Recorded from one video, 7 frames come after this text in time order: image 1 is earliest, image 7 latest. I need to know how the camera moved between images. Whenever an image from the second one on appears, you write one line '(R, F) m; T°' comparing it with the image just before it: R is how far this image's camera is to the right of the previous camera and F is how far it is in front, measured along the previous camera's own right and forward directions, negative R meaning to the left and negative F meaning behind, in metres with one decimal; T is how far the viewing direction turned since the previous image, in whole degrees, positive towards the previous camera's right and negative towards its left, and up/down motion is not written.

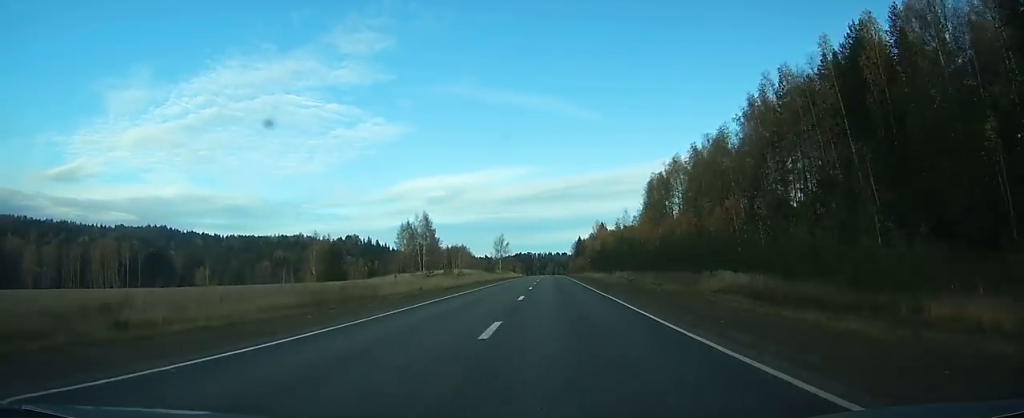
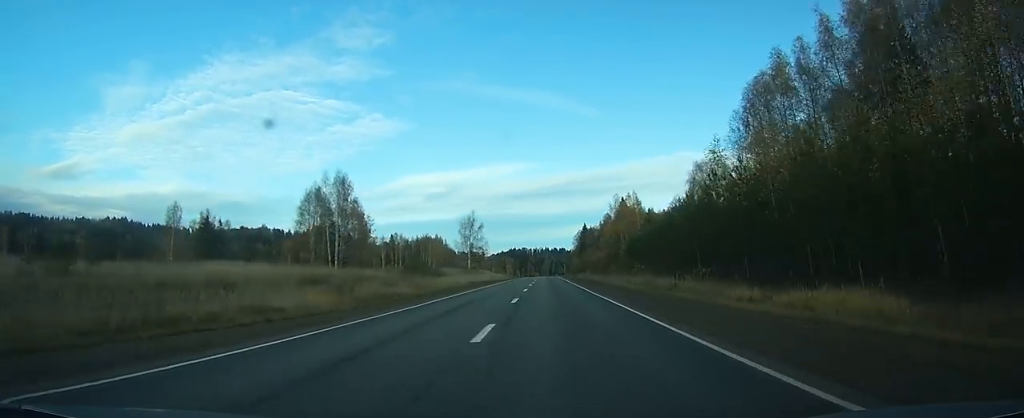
(+0.6, +85.1) m; +1°
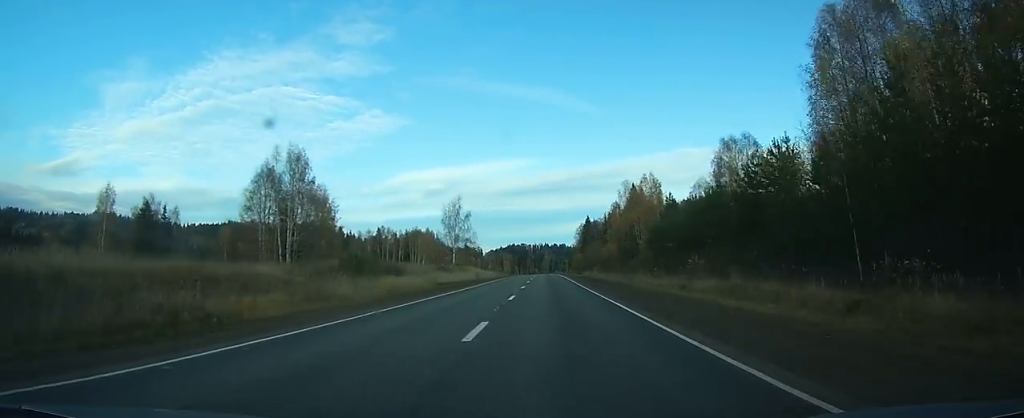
(0.0, +23.9) m; 0°
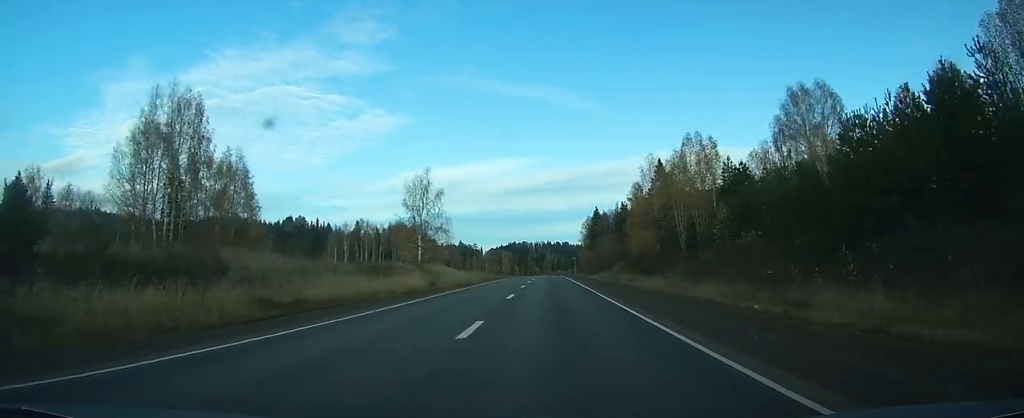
(0.0, +35.9) m; 0°
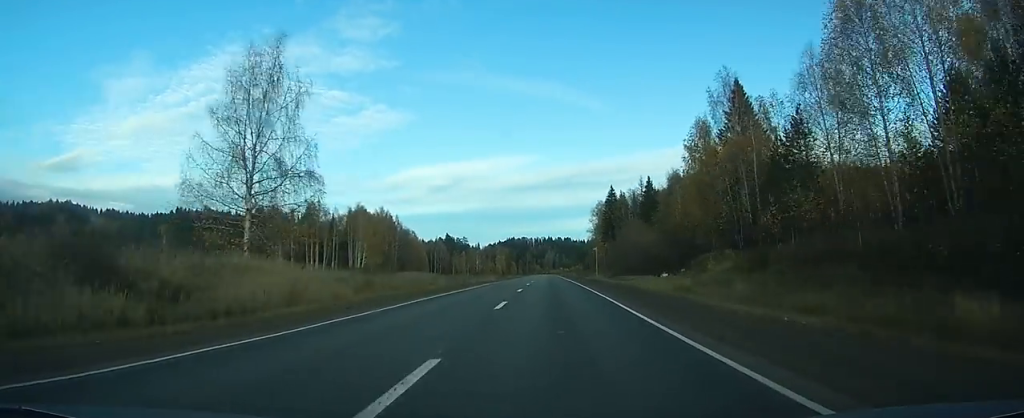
(0.0, +53.9) m; 0°
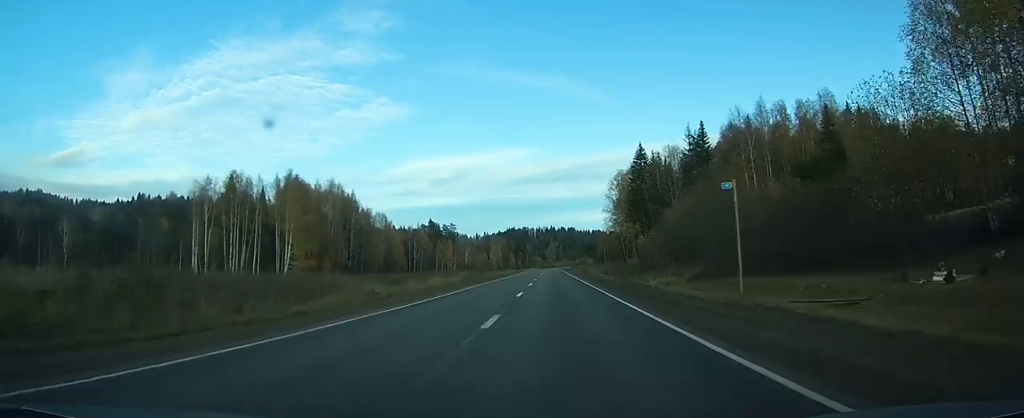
(-0.1, +53.7) m; 0°
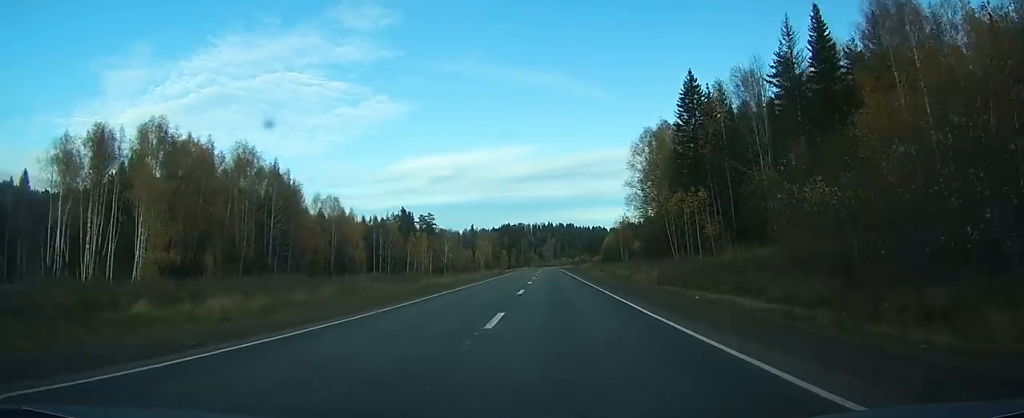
(-0.1, +49.3) m; 0°
